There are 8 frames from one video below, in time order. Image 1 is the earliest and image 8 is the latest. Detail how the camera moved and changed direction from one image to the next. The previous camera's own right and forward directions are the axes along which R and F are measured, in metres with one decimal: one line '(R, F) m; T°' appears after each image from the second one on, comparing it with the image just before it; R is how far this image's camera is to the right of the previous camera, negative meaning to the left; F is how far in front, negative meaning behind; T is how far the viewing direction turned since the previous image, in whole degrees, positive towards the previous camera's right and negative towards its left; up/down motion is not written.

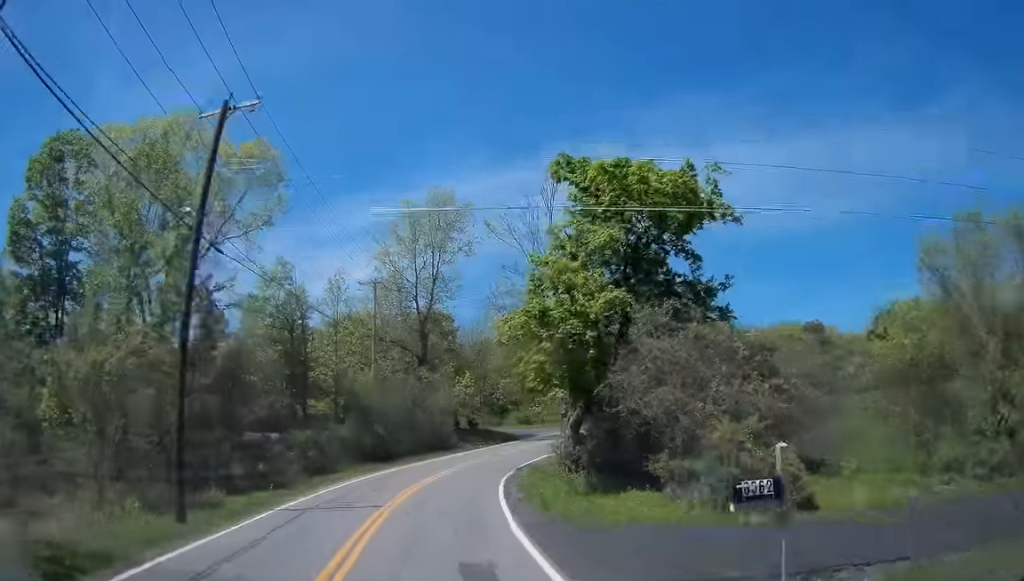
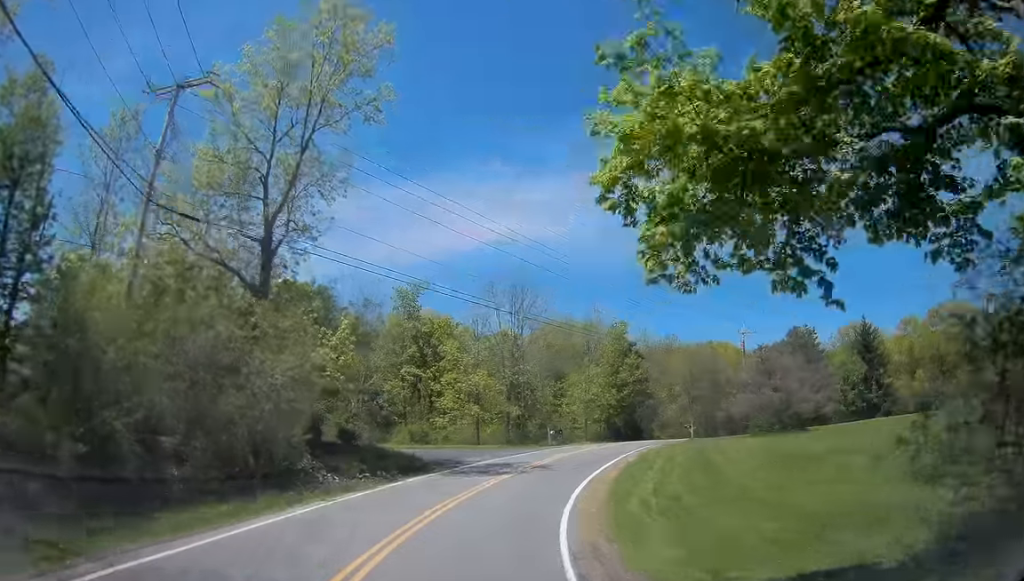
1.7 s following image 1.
(+1.6, +24.9) m; +17°
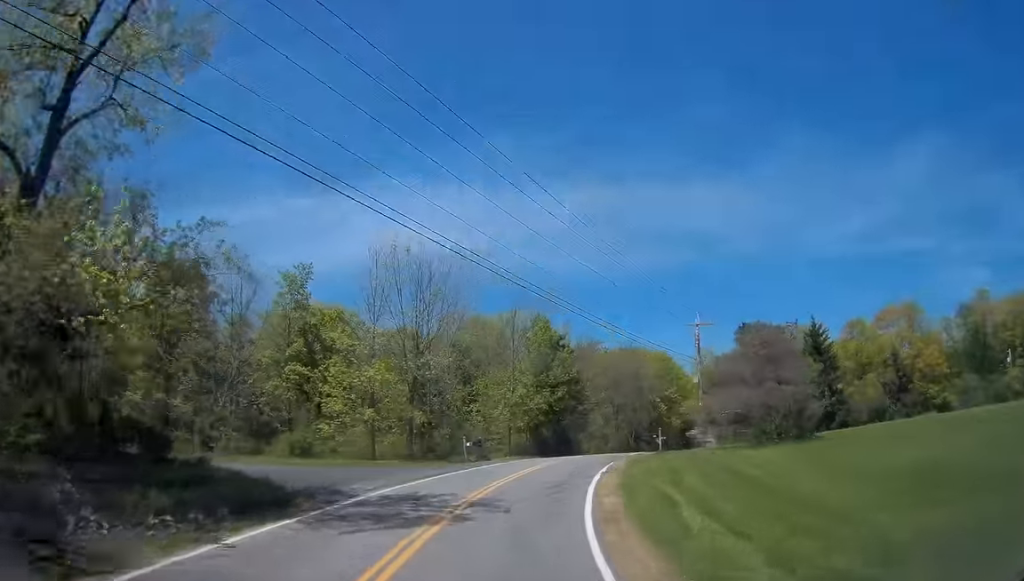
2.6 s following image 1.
(+2.0, +11.3) m; +15°
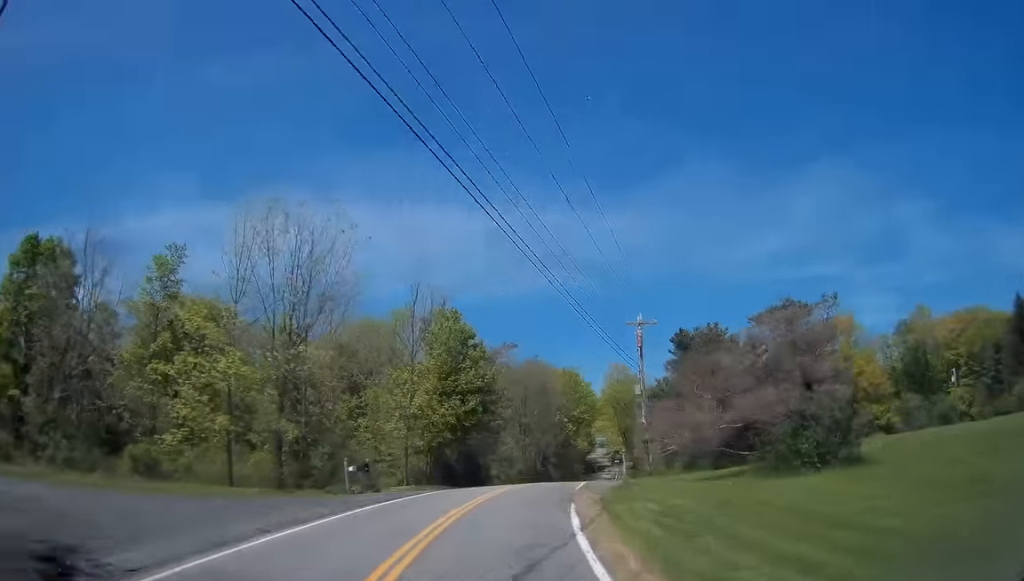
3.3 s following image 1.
(+1.0, +10.0) m; +5°
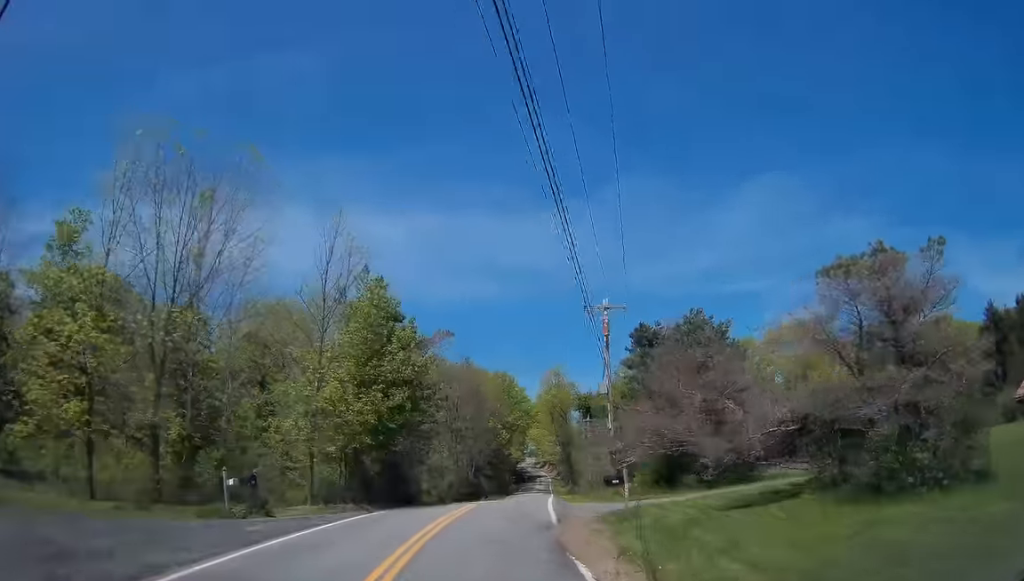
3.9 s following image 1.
(+0.2, +7.8) m; +3°
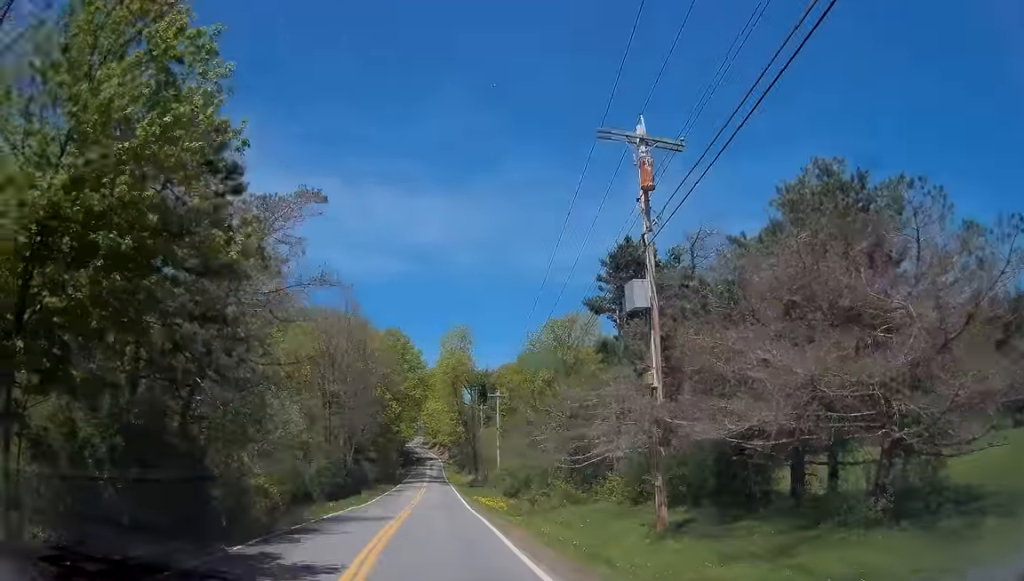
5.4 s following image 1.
(+1.2, +18.9) m; +8°
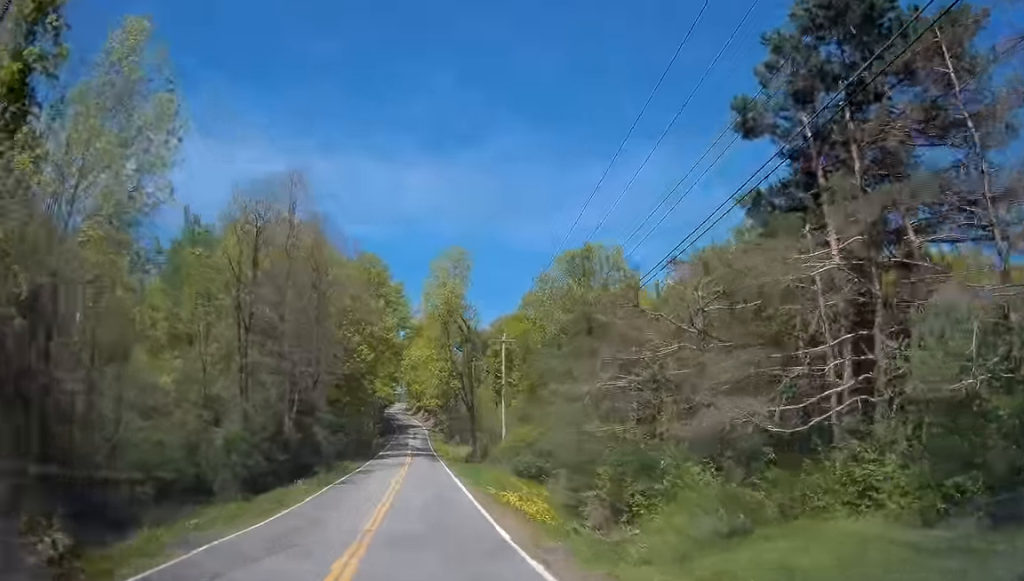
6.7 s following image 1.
(+0.7, +19.3) m; +3°
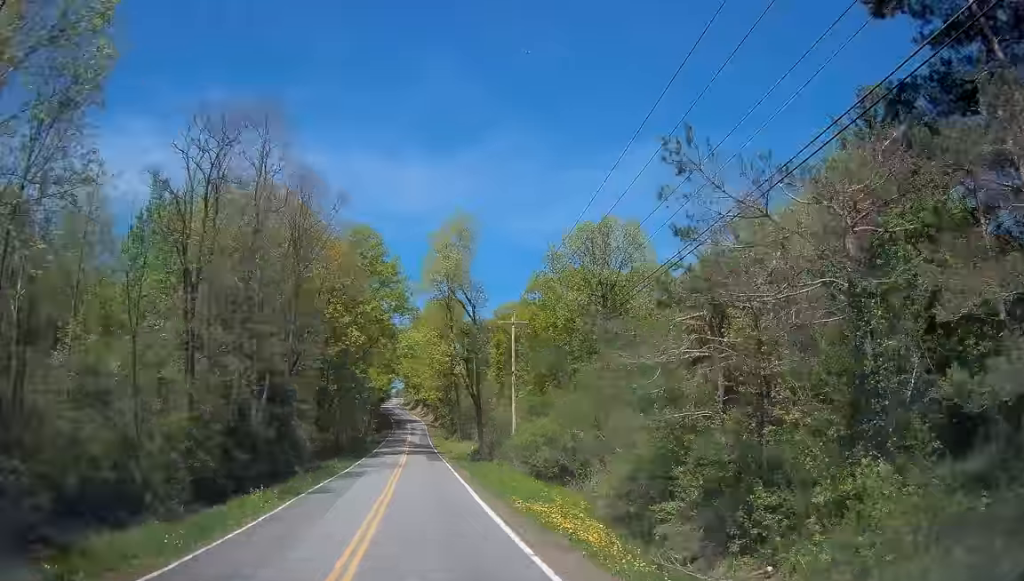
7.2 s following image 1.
(0.0, +6.9) m; 0°
